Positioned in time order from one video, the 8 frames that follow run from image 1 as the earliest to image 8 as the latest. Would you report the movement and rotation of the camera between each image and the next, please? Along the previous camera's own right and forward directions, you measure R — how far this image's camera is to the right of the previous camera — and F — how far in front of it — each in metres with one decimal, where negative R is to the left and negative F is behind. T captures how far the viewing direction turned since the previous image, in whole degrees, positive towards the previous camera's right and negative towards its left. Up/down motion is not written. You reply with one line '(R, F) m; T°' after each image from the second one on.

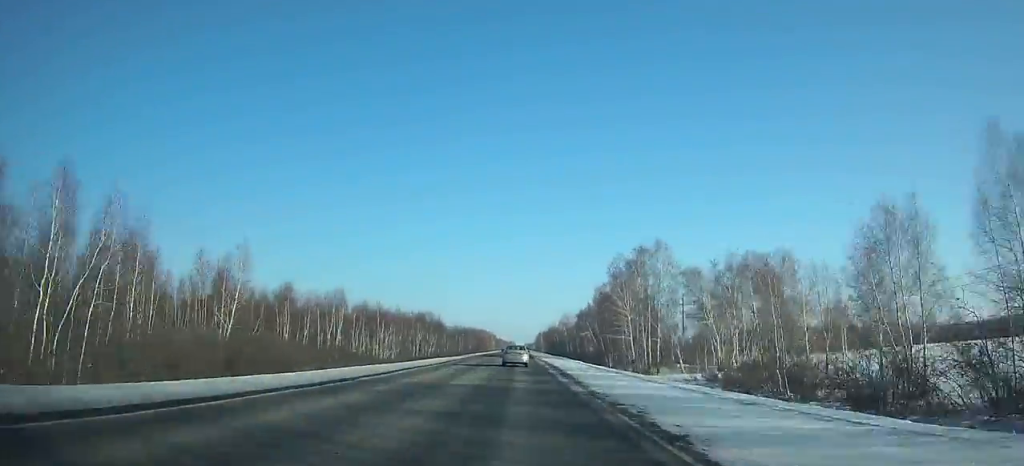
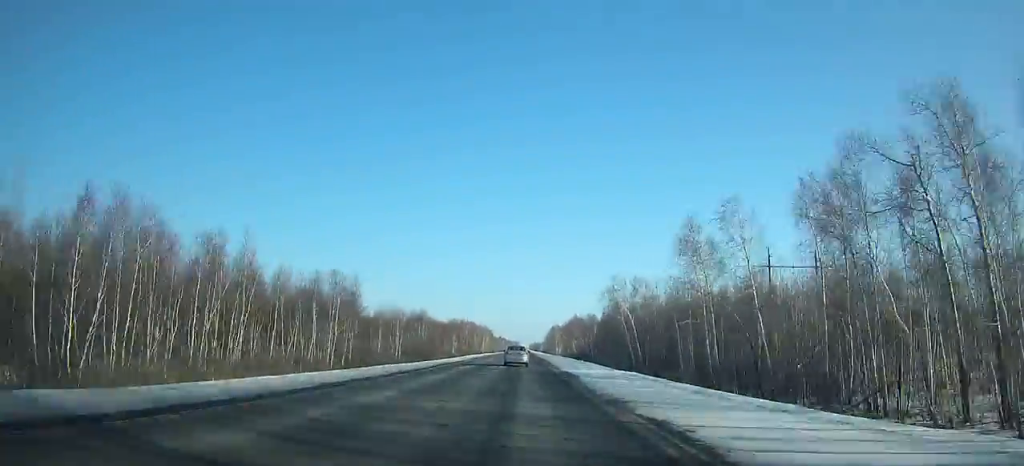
(-1.0, +125.9) m; +1°
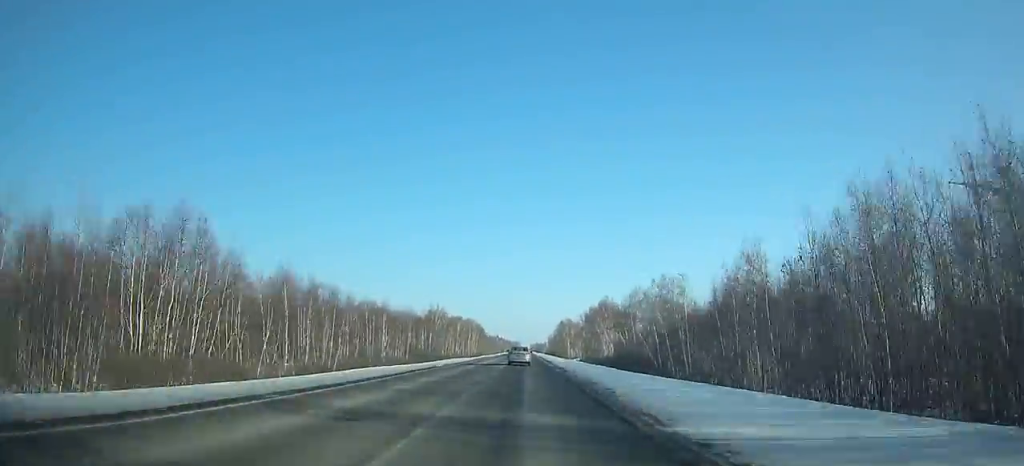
(+2.5, +67.9) m; +1°
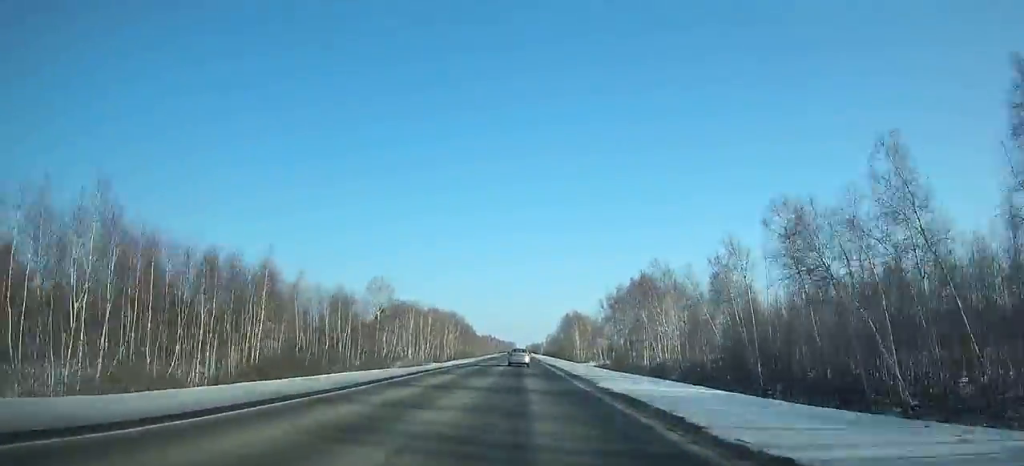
(-1.0, +46.6) m; -1°
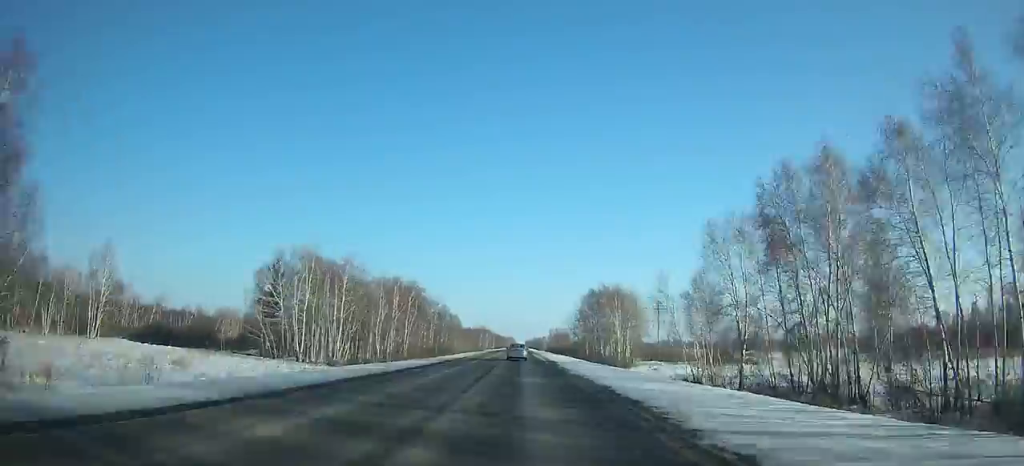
(-0.5, +63.1) m; 0°
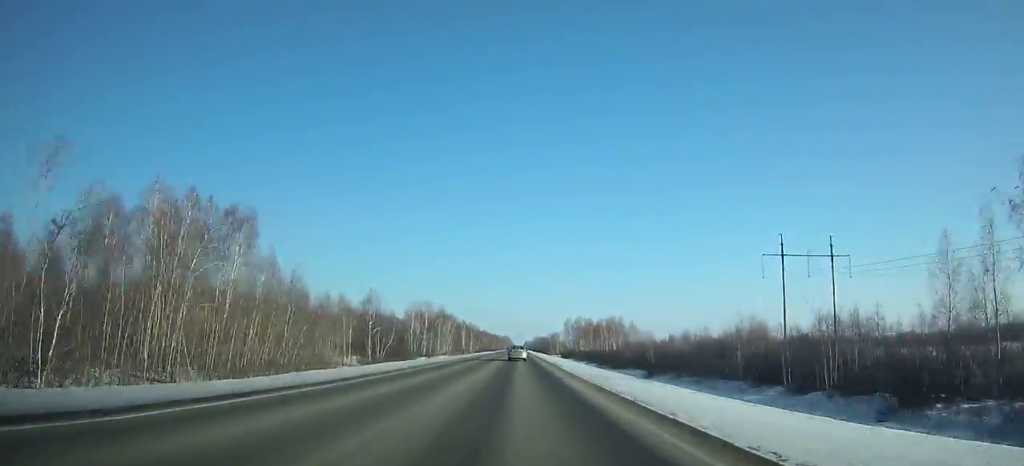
(+0.5, +173.3) m; 0°
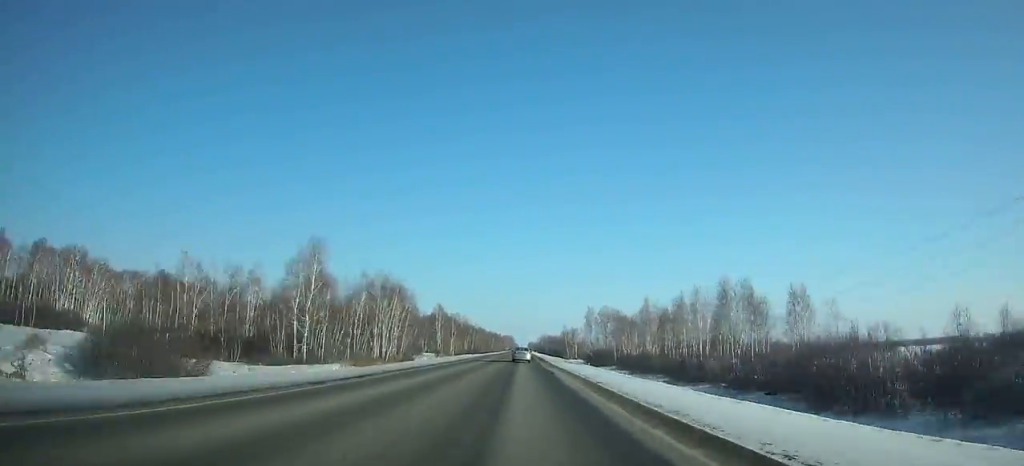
(+0.1, +76.5) m; 0°
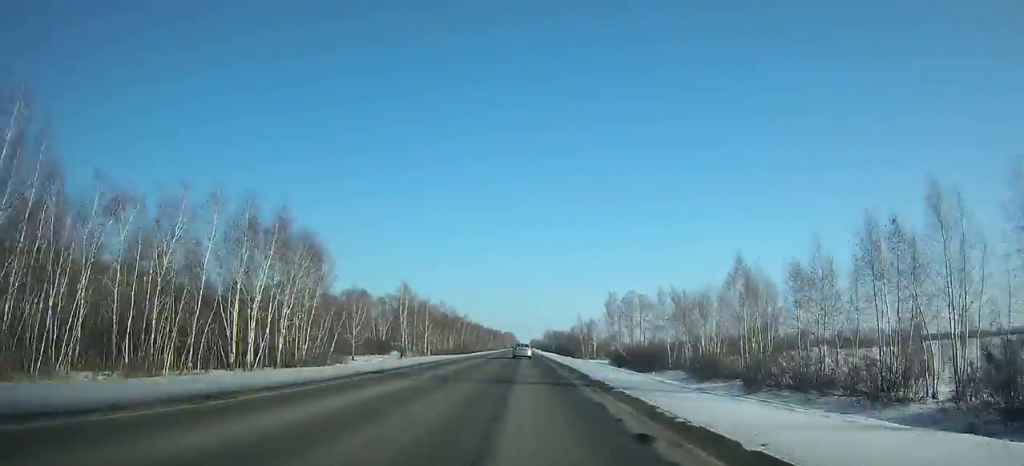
(0.0, +45.6) m; 0°
